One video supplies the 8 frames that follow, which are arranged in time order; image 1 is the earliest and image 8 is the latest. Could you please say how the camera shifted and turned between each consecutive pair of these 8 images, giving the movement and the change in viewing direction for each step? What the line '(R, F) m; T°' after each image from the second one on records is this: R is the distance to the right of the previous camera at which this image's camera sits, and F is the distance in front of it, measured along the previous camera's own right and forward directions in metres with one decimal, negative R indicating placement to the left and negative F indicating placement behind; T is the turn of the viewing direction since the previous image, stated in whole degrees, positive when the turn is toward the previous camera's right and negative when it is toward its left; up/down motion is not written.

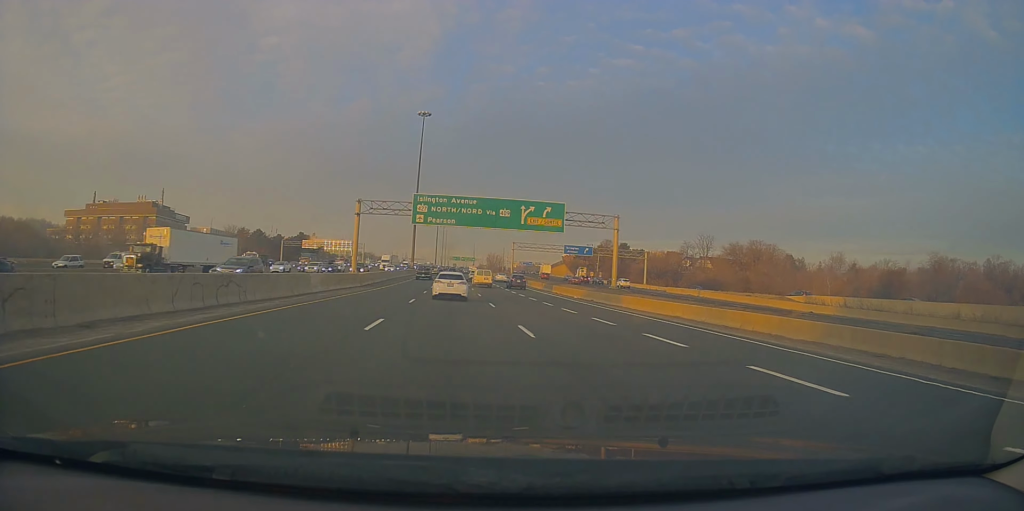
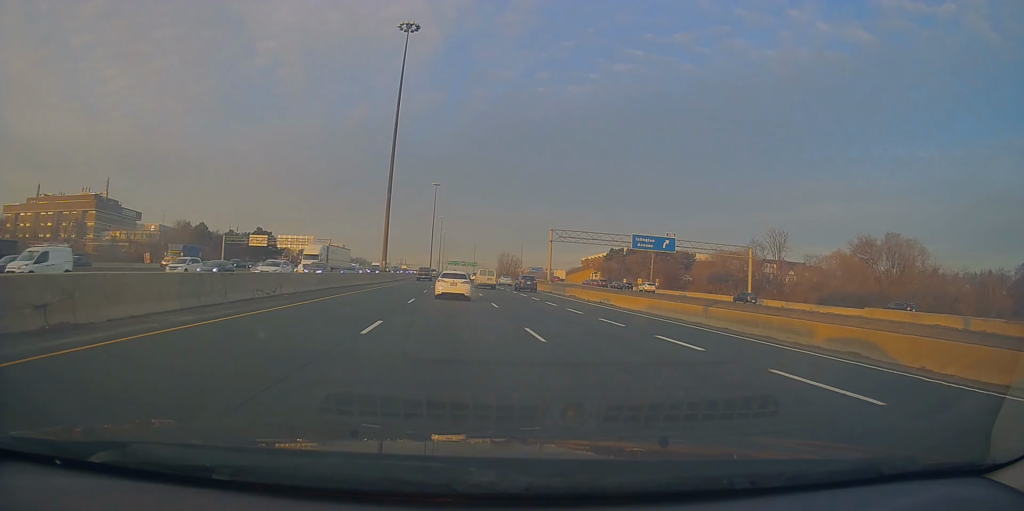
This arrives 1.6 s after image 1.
(-0.6, +49.8) m; 0°
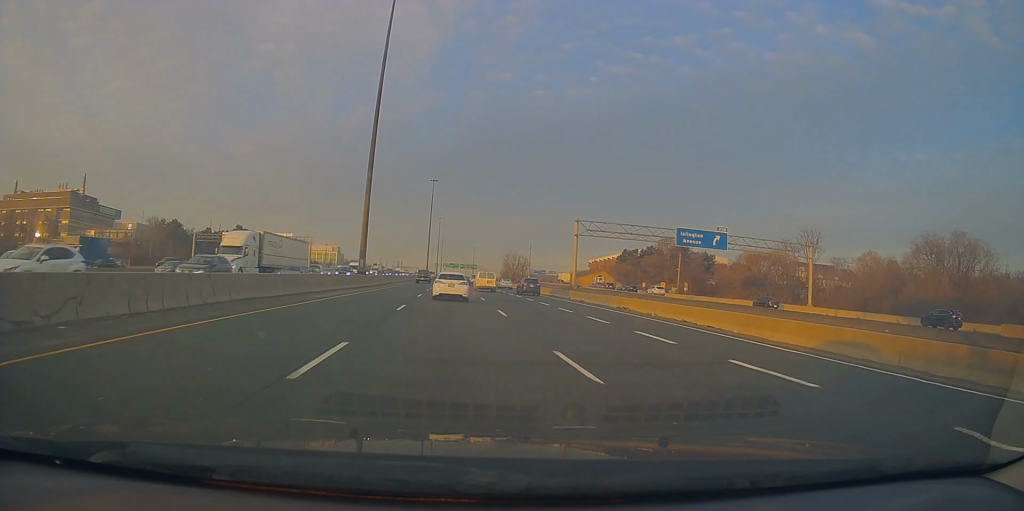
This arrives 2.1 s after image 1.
(+0.5, +16.8) m; 0°
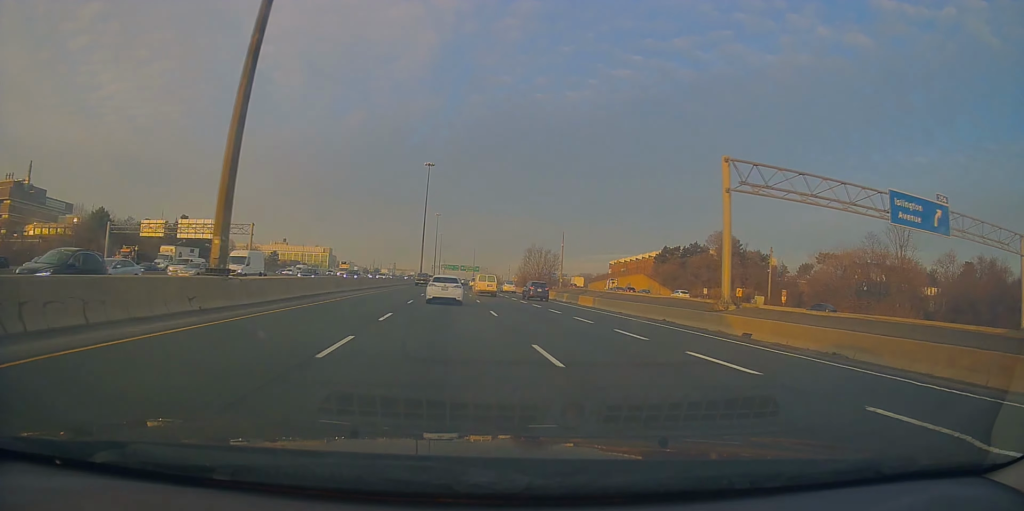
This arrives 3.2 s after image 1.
(-0.1, +35.5) m; 0°
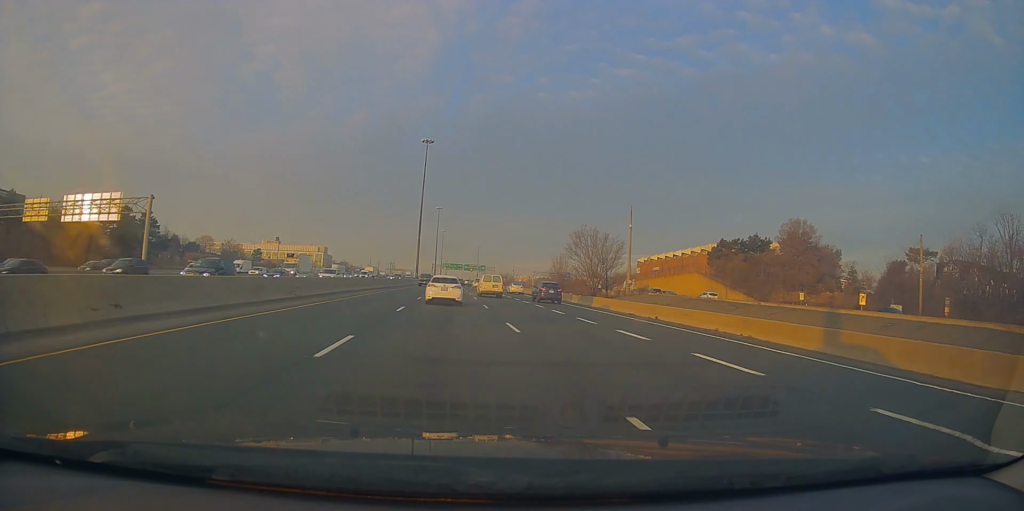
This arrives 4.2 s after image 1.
(+0.2, +31.0) m; 0°
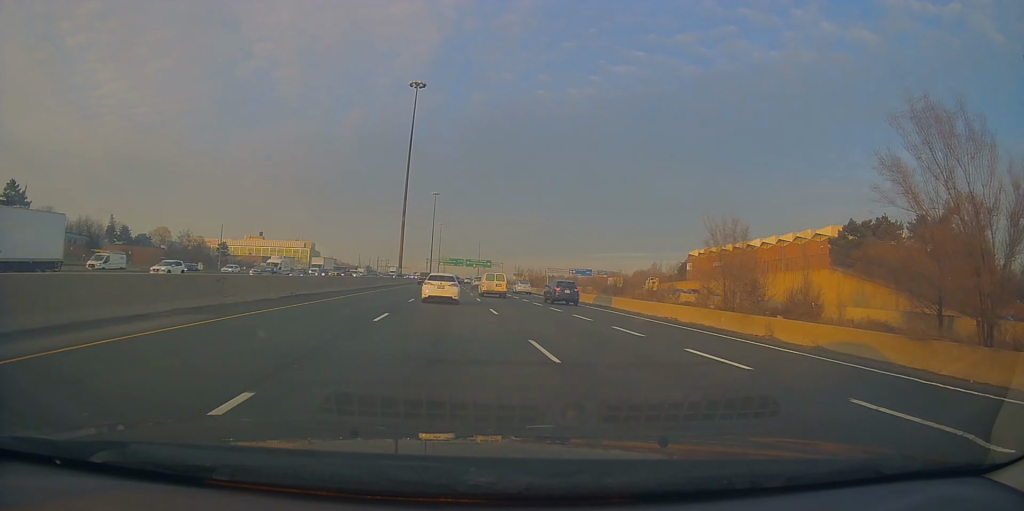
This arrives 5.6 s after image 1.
(-0.5, +42.5) m; -1°
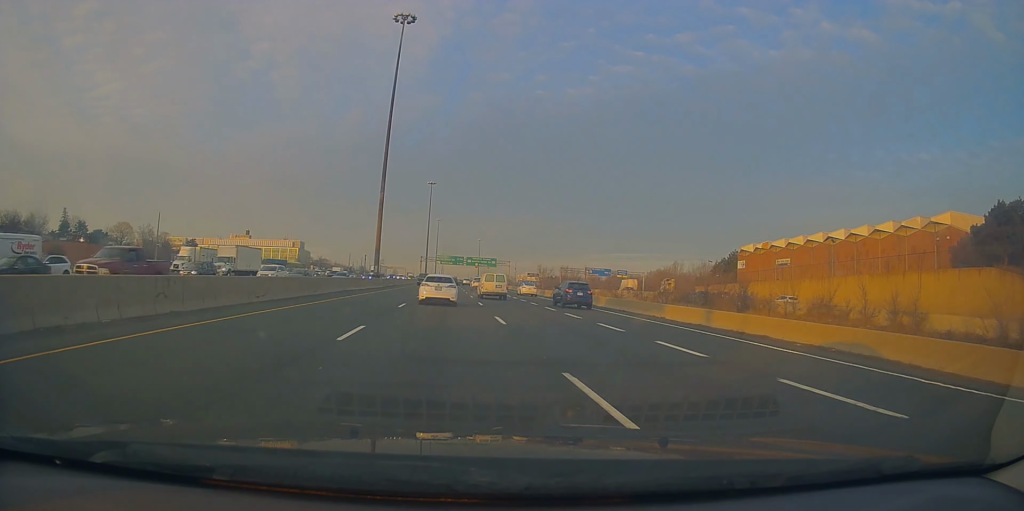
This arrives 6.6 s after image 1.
(+0.3, +28.7) m; +1°
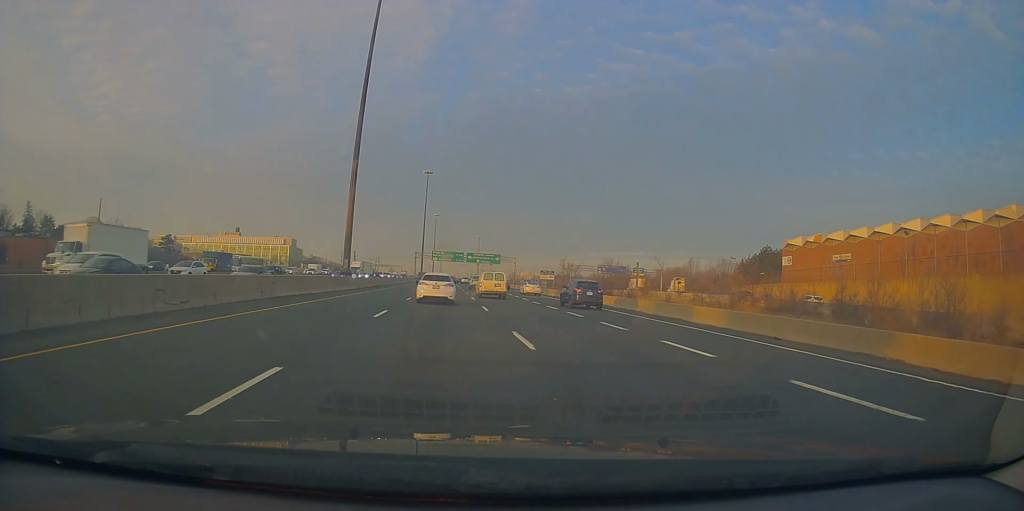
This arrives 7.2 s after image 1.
(+0.1, +18.6) m; 0°
